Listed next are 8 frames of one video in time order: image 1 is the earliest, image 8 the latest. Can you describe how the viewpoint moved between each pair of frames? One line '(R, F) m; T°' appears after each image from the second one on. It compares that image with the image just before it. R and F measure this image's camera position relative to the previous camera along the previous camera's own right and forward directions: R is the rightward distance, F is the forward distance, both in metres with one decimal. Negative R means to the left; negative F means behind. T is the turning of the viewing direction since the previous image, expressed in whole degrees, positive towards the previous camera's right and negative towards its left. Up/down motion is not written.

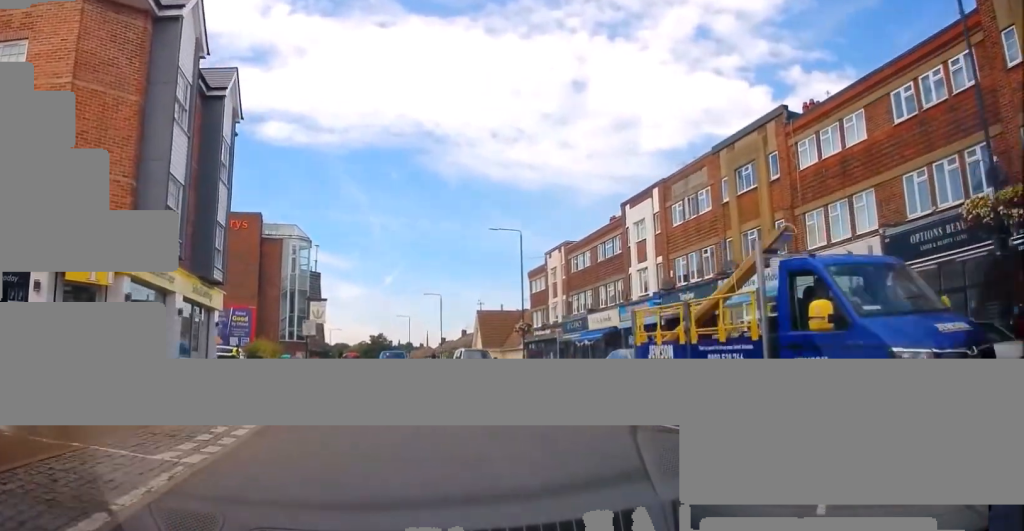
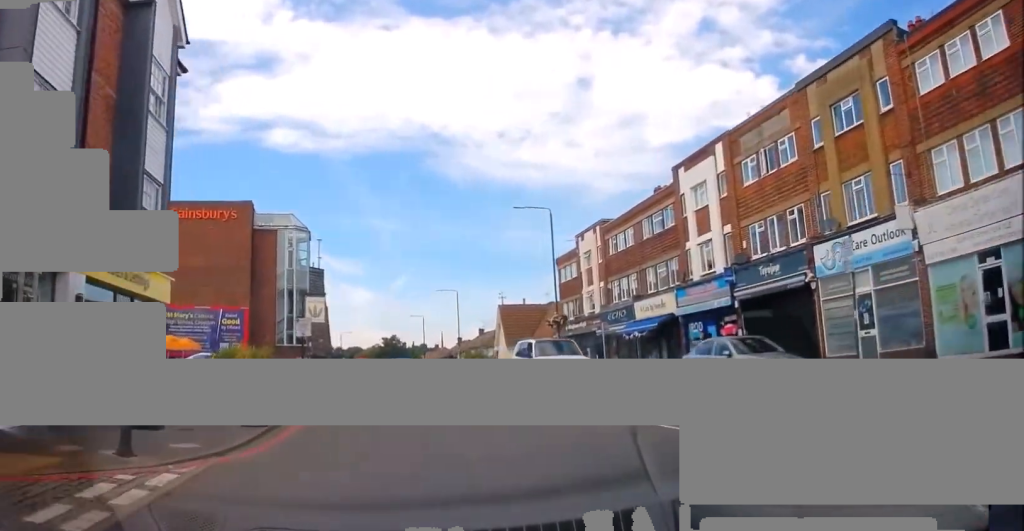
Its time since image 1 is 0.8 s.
(-0.5, +6.9) m; -1°
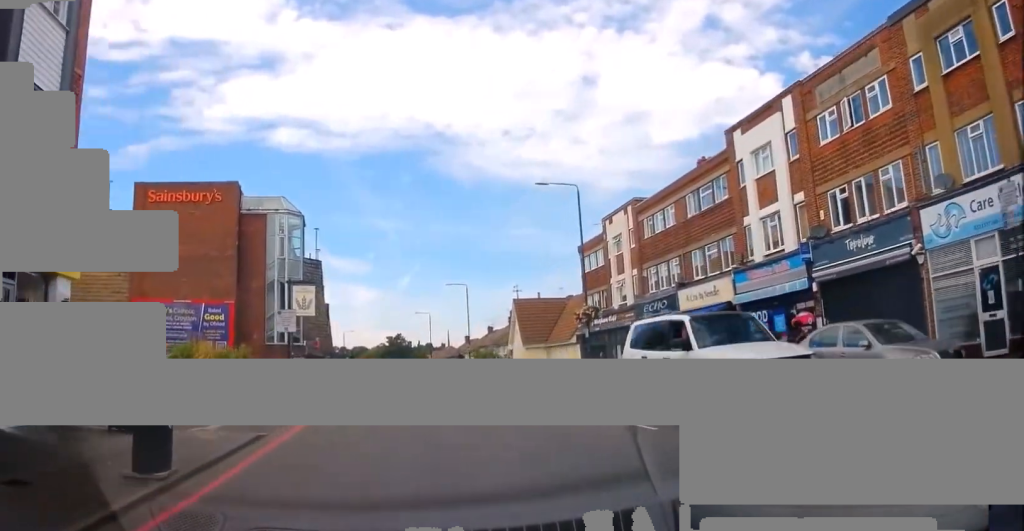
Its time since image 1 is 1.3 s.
(+0.1, +5.3) m; +1°
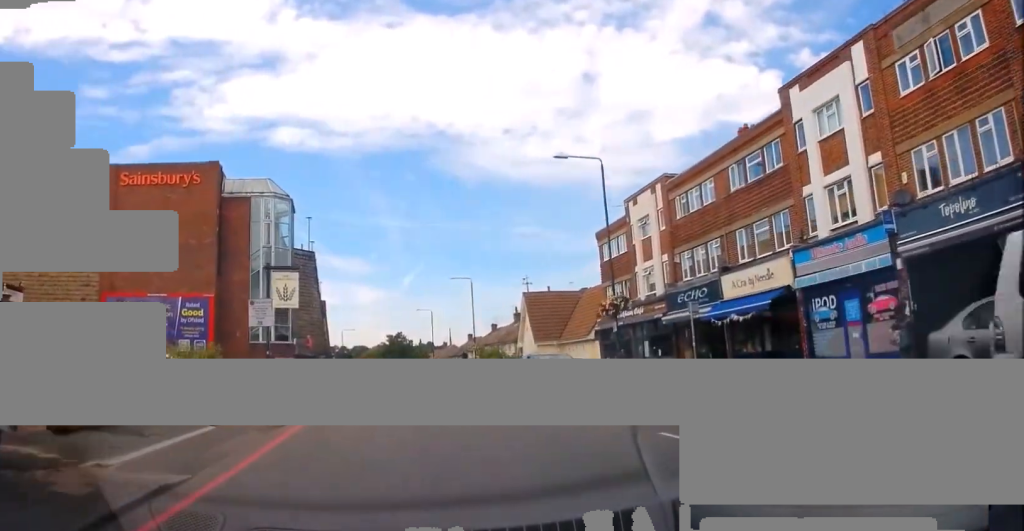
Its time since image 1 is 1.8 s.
(+0.1, +4.5) m; +2°
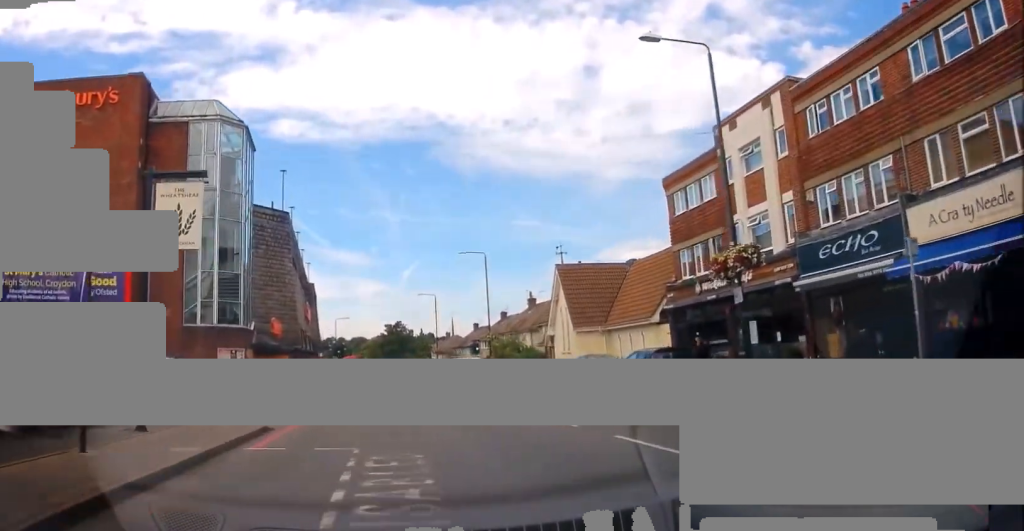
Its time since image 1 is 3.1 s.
(0.0, +11.8) m; -3°
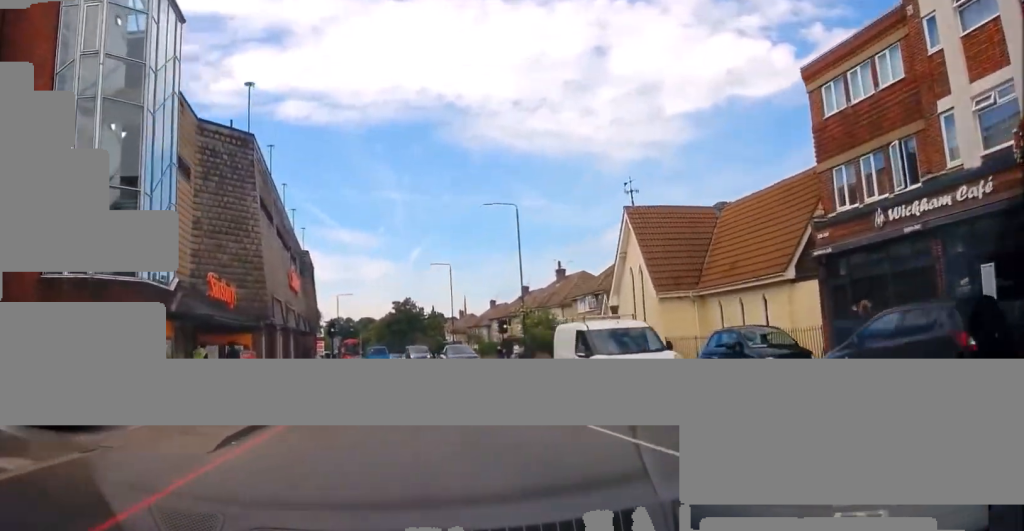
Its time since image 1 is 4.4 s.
(-0.6, +11.5) m; -3°
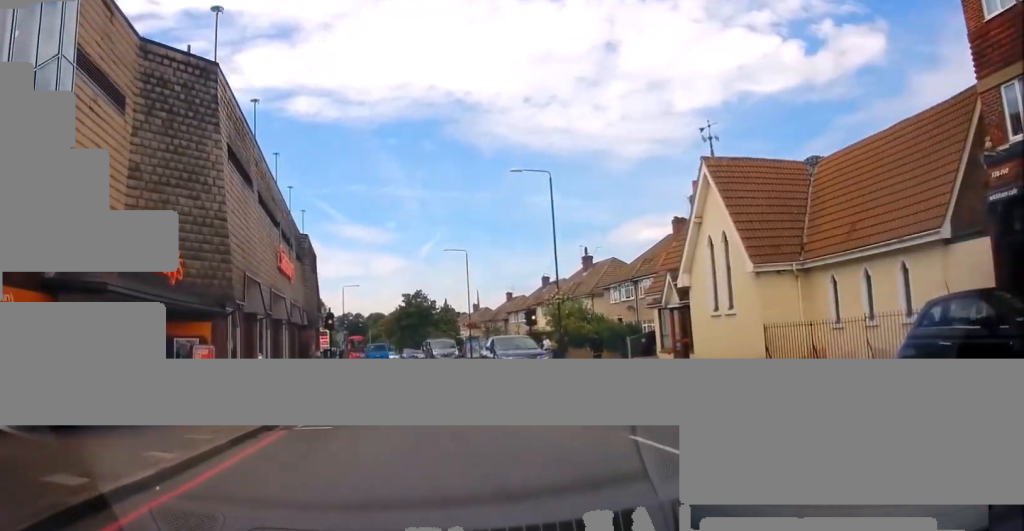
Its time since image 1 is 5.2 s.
(0.0, +7.3) m; +1°
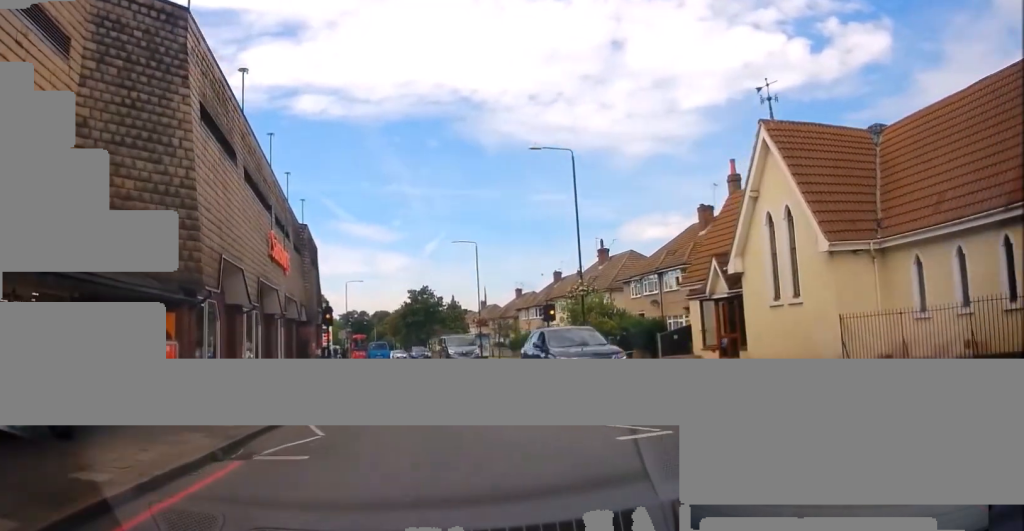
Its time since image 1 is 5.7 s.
(0.0, +3.8) m; +1°
